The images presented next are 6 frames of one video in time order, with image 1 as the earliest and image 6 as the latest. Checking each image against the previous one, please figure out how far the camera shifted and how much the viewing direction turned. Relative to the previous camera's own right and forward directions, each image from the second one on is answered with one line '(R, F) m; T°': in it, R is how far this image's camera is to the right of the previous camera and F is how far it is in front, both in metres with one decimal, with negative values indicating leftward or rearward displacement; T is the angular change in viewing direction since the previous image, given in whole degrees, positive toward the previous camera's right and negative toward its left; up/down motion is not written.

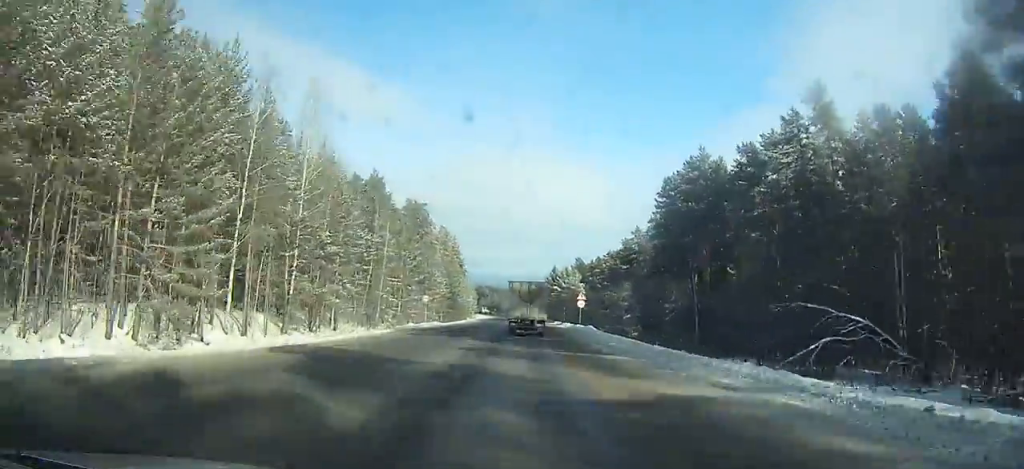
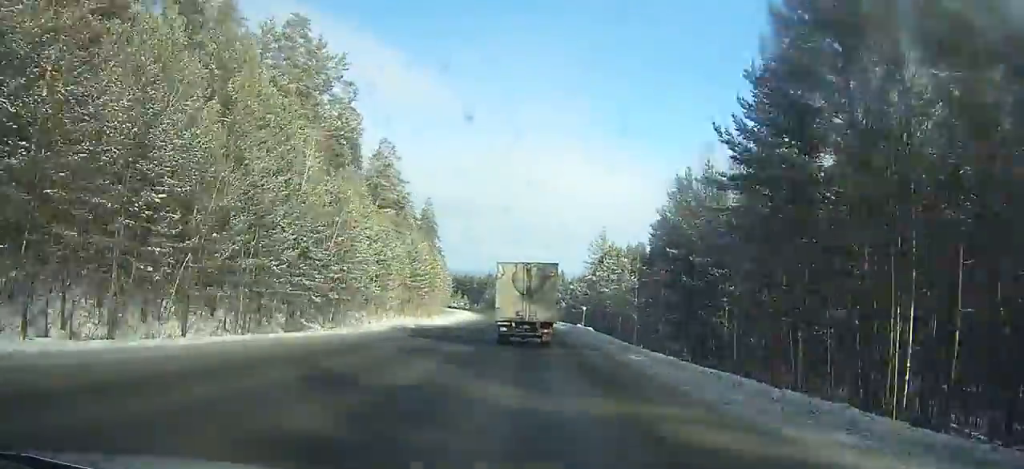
(-1.5, +126.2) m; +2°
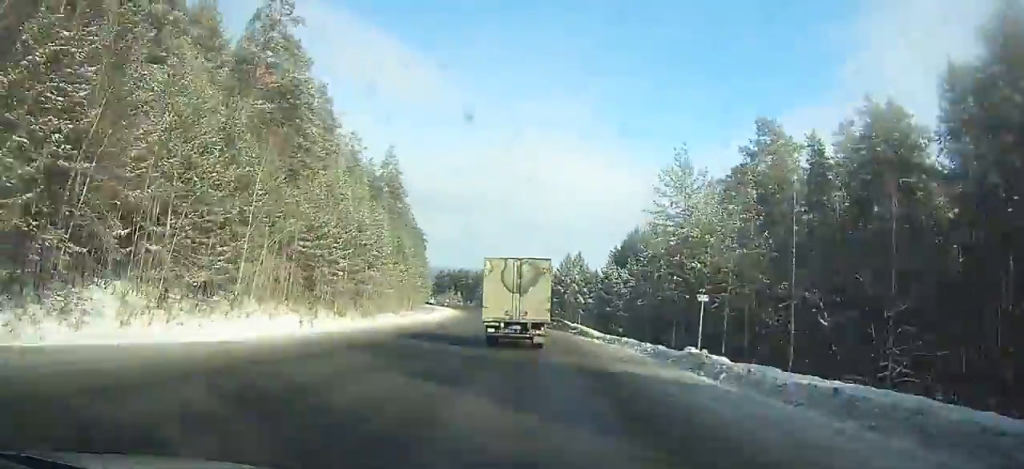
(+2.3, +40.7) m; -3°
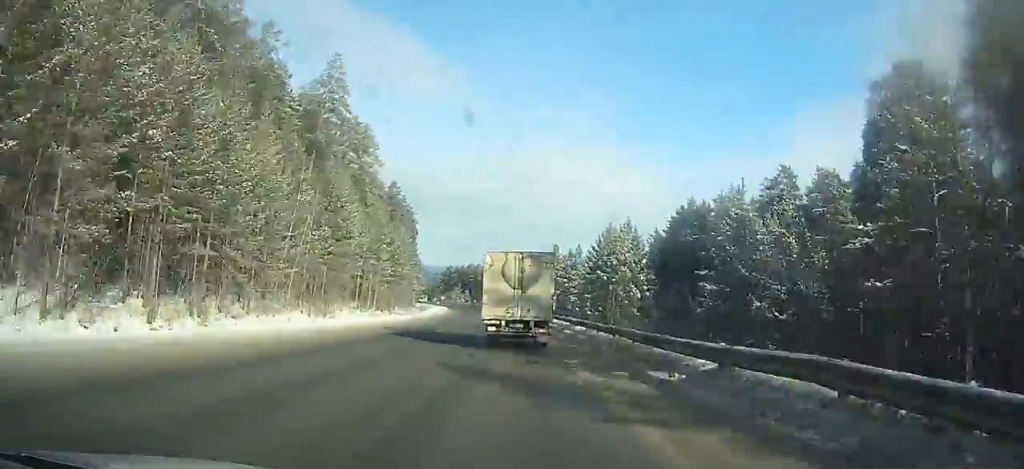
(-0.7, +37.8) m; -4°
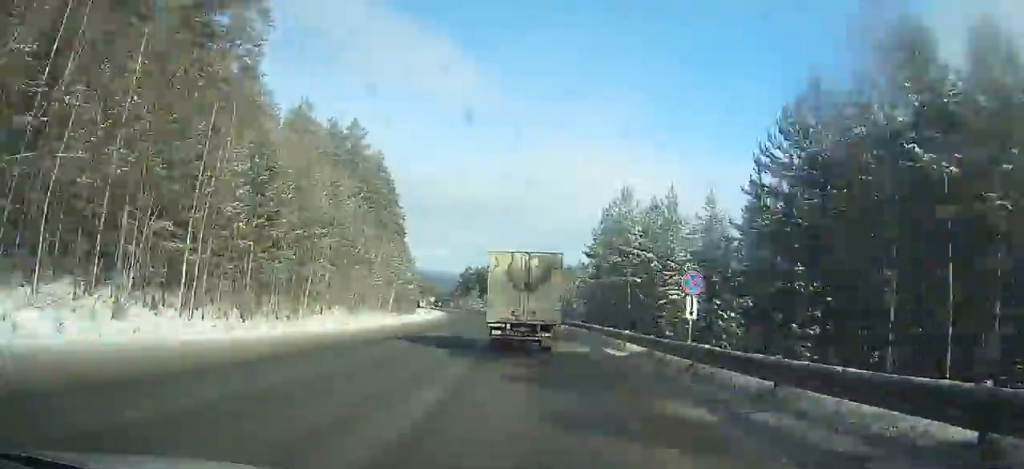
(-5.3, +52.2) m; -5°
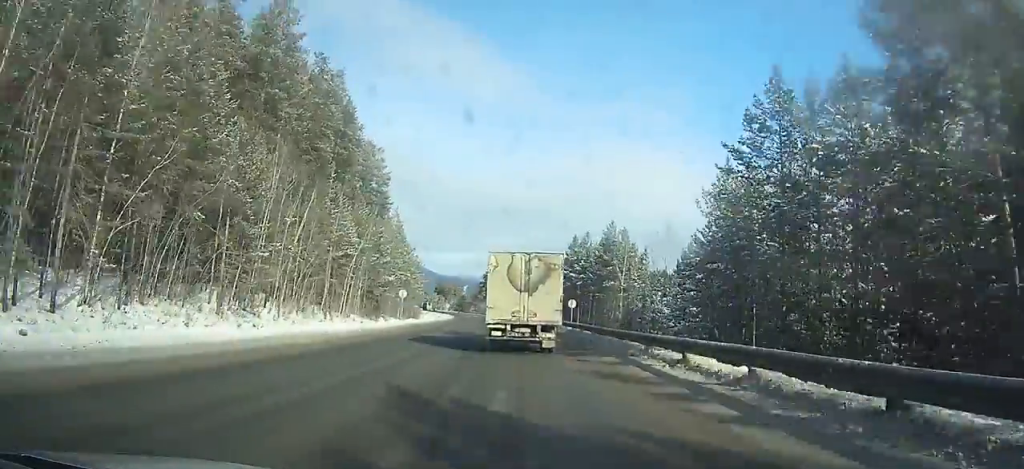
(+0.6, +39.8) m; -1°
